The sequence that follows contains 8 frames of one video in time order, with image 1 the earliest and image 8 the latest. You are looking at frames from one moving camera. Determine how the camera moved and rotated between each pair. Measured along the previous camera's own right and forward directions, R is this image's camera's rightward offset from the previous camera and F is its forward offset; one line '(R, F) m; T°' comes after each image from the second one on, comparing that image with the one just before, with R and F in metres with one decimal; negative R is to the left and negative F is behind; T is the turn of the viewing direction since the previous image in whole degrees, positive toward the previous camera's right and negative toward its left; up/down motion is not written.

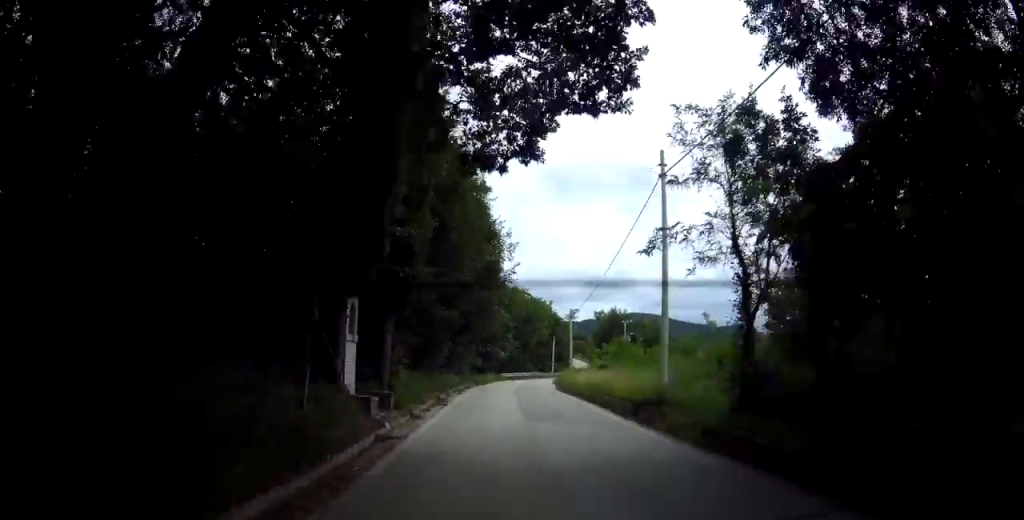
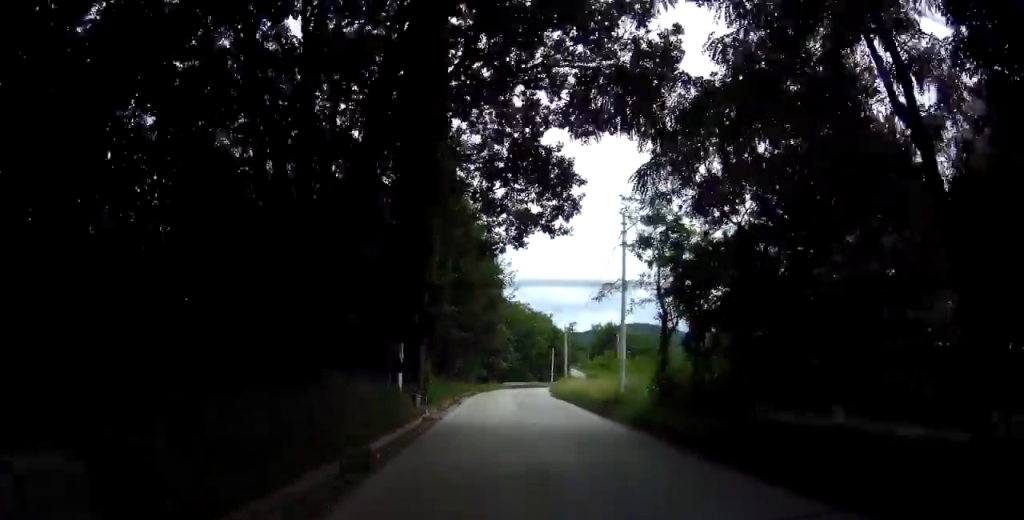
(-0.1, +5.7) m; 0°
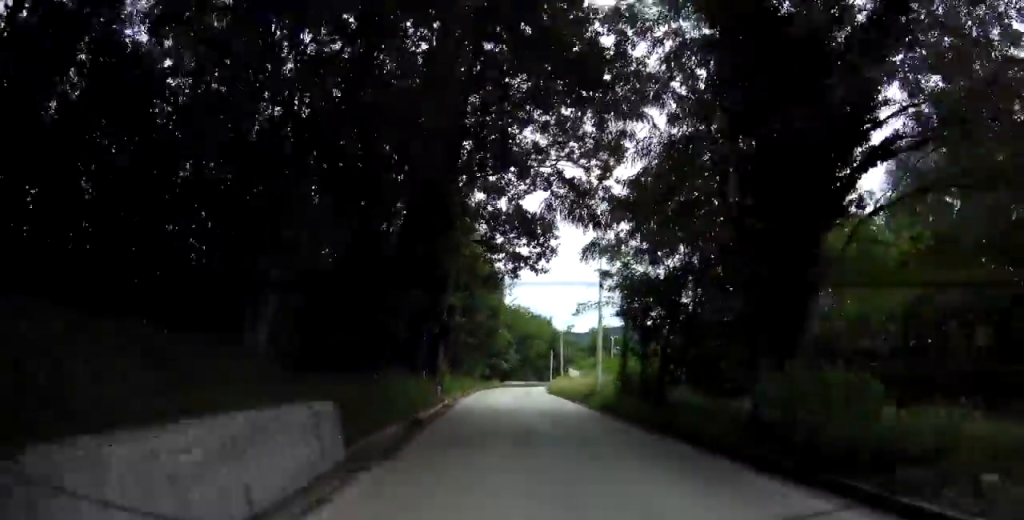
(-0.2, +5.3) m; 0°
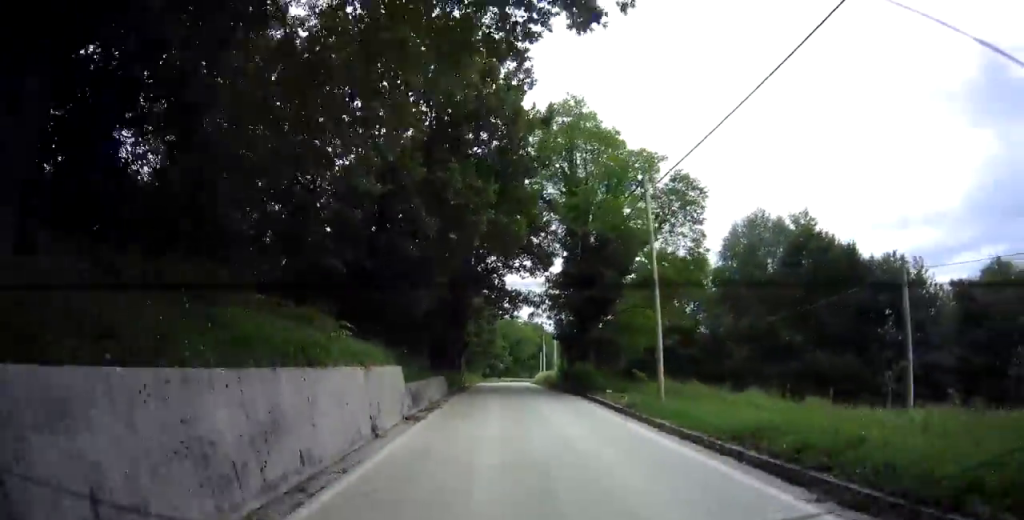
(+0.4, +18.4) m; +2°
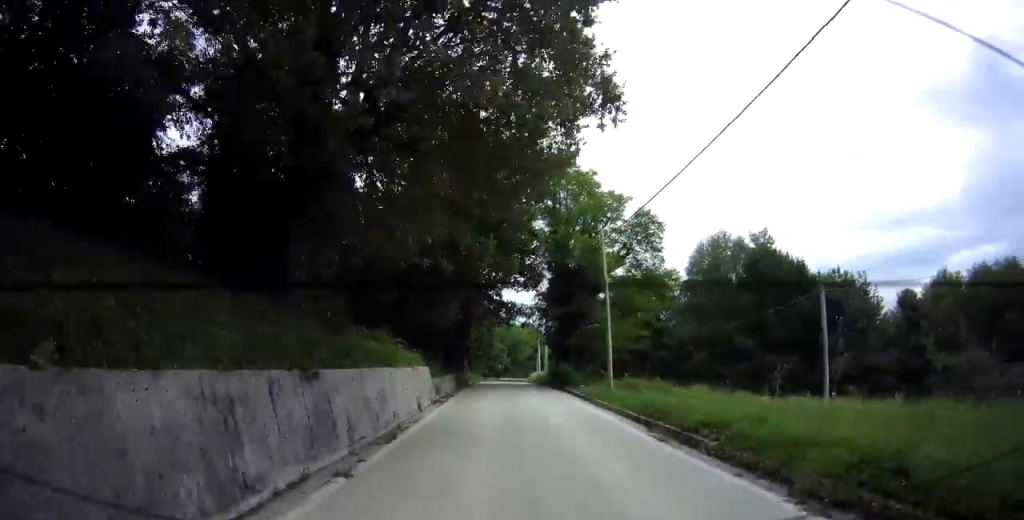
(0.0, +6.5) m; -1°
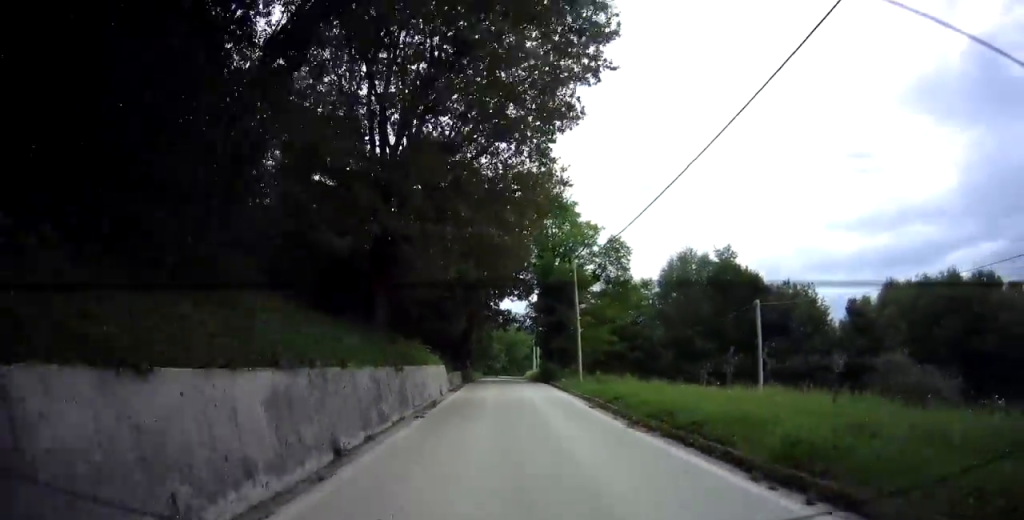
(0.0, +7.8) m; -1°
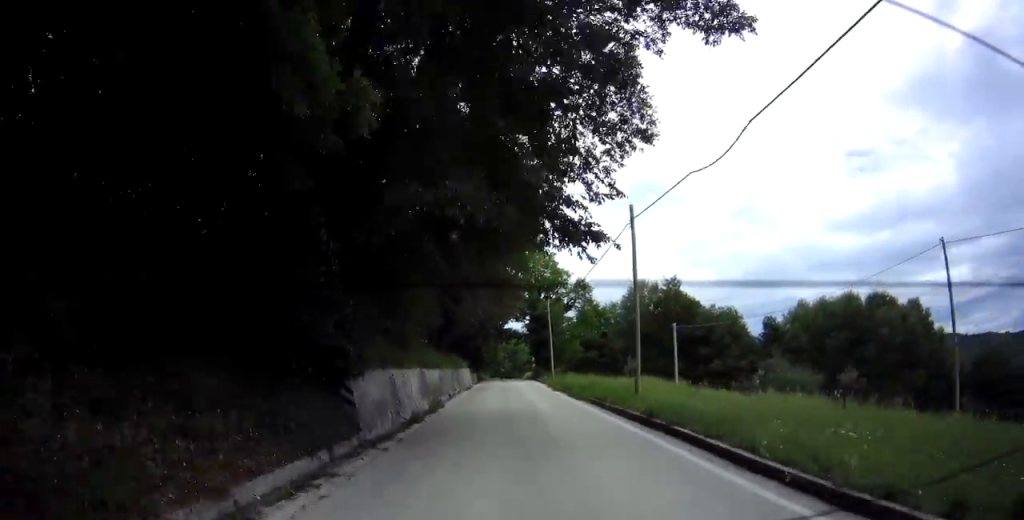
(0.0, +18.4) m; +1°
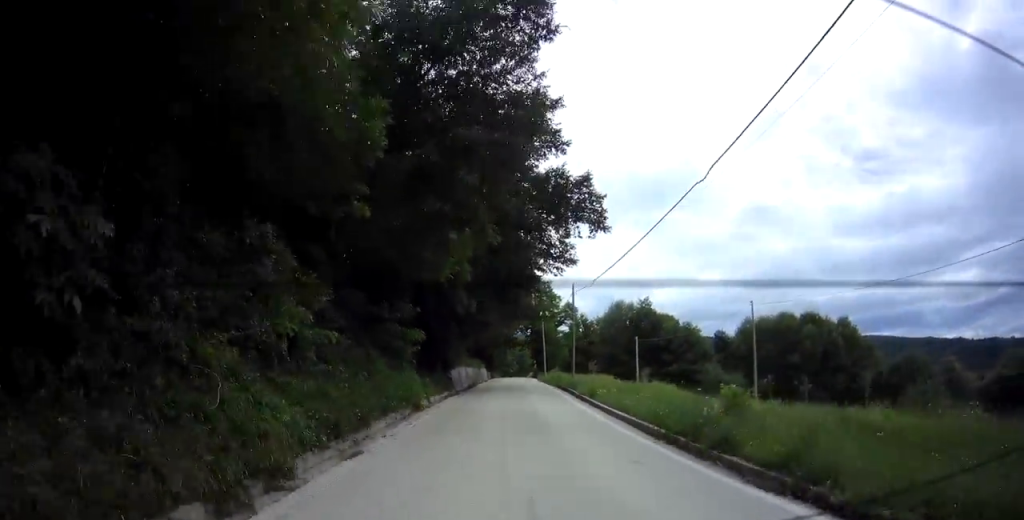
(+0.1, +18.7) m; -1°
